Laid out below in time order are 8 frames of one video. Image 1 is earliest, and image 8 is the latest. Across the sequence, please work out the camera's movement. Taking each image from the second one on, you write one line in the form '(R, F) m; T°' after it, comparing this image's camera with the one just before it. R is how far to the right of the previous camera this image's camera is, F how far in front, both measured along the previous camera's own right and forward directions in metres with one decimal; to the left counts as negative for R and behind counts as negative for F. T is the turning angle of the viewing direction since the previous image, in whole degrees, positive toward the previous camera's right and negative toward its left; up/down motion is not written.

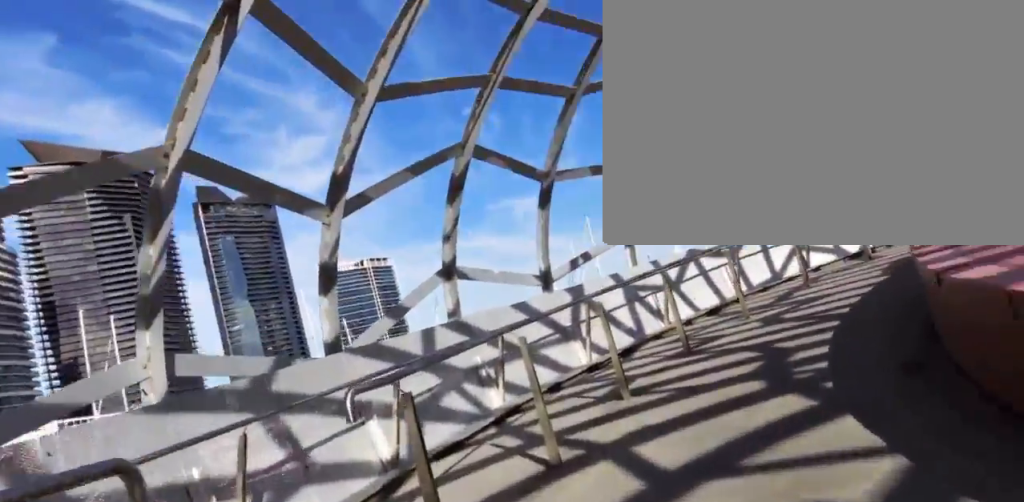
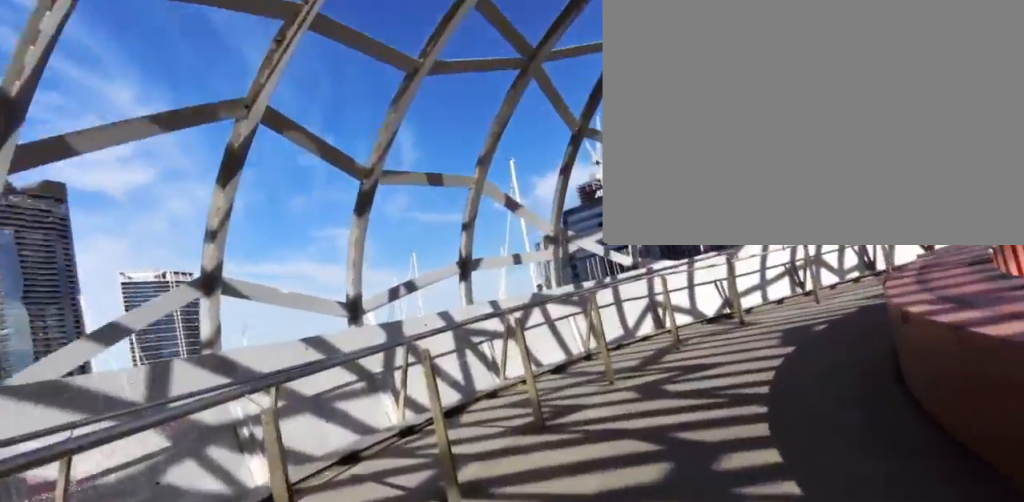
(0.0, +2.0) m; +11°
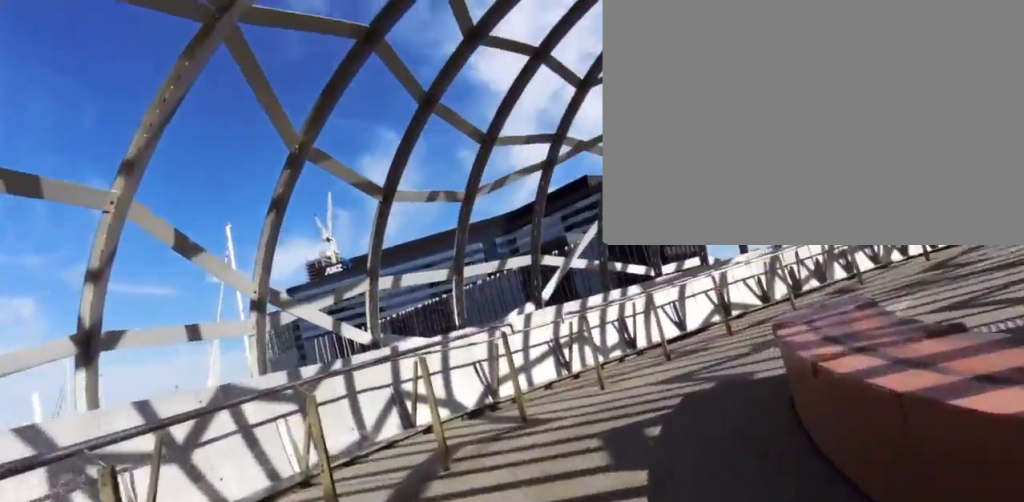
(+0.5, +2.9) m; +22°
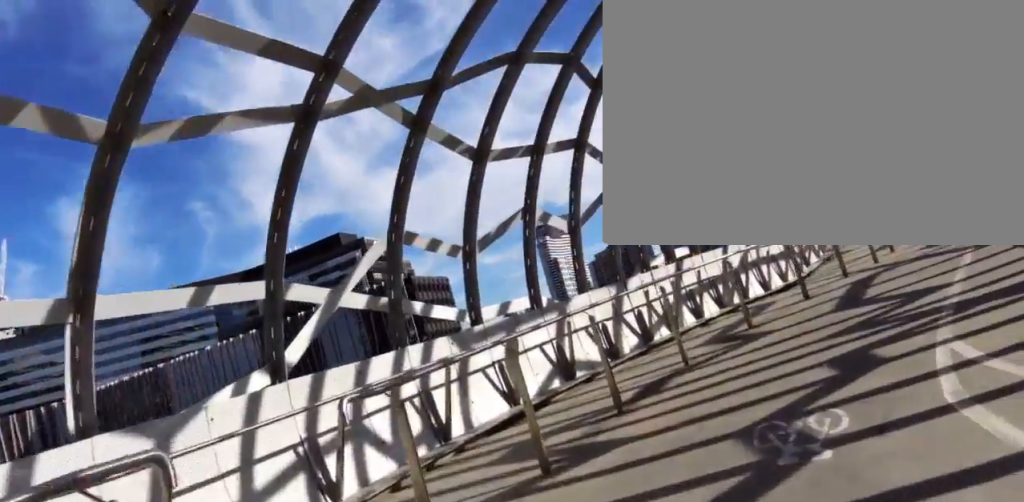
(+1.9, +4.5) m; +37°
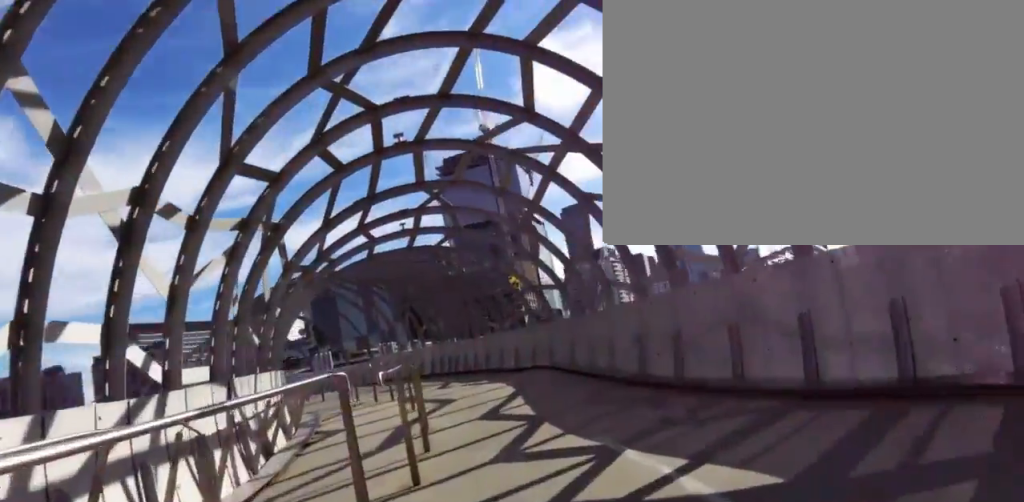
(+2.4, +6.9) m; +38°
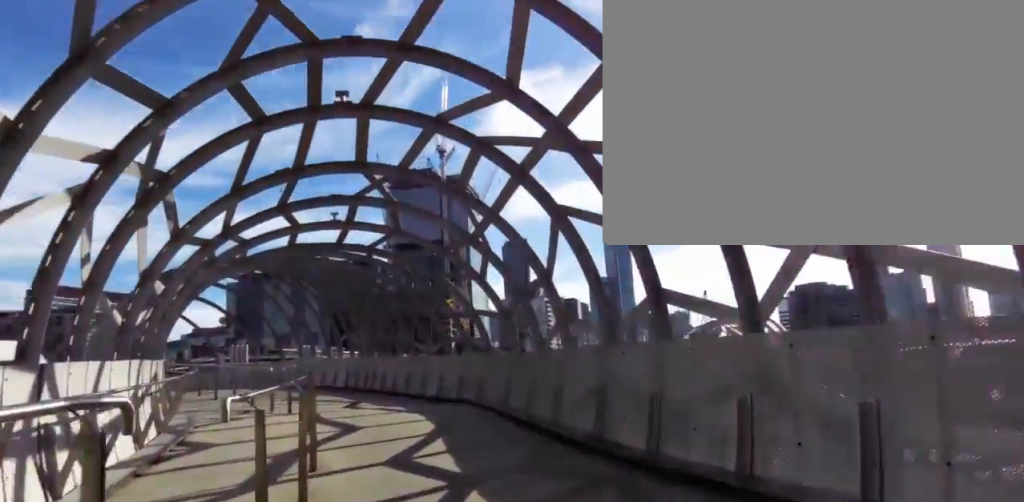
(+0.2, +1.8) m; +9°
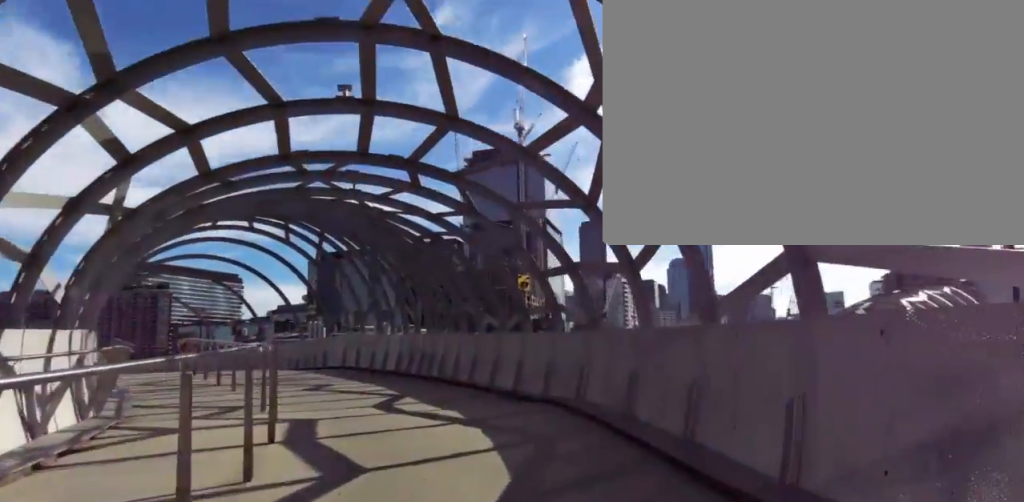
(+0.7, +5.9) m; +12°
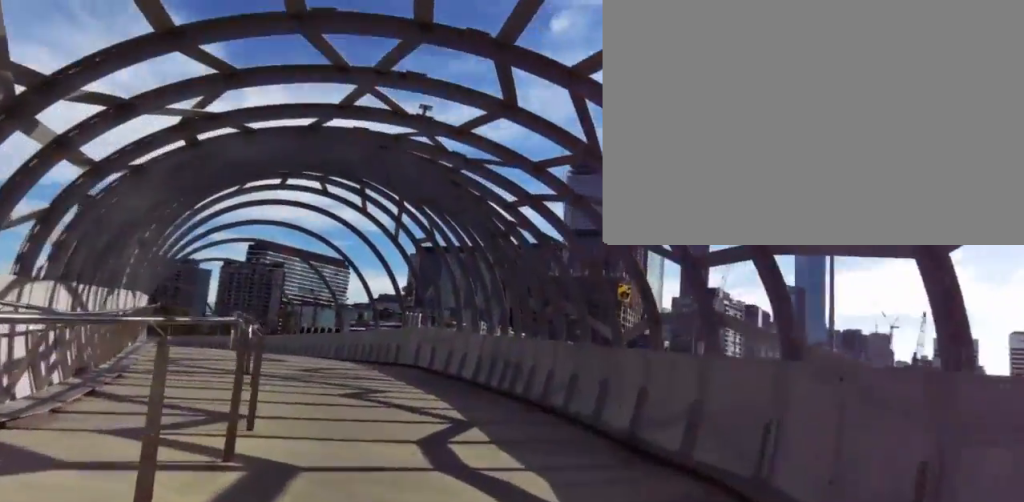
(+0.5, +4.0) m; -2°
